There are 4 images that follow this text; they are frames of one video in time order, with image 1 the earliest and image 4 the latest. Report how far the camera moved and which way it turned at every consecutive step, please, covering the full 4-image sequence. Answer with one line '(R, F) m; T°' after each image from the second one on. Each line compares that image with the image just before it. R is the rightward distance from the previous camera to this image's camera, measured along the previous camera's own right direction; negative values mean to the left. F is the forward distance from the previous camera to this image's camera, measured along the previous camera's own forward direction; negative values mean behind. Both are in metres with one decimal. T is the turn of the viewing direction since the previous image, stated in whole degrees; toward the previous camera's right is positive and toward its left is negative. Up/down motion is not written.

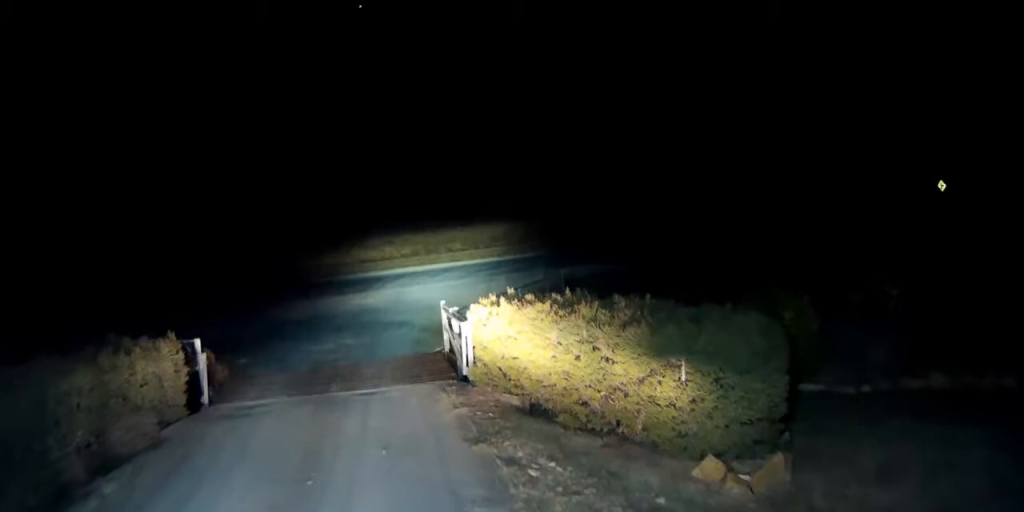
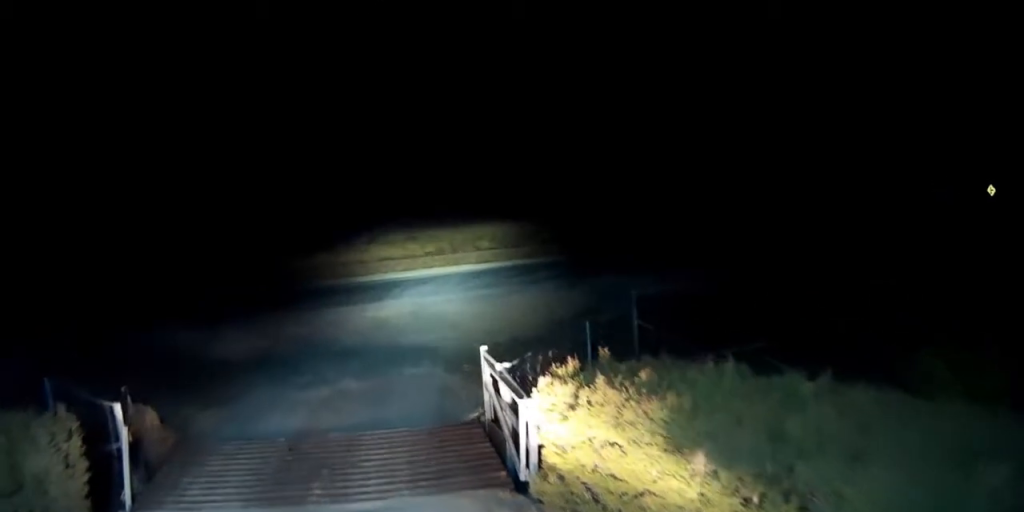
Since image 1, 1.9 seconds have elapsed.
(+0.1, +3.8) m; -4°
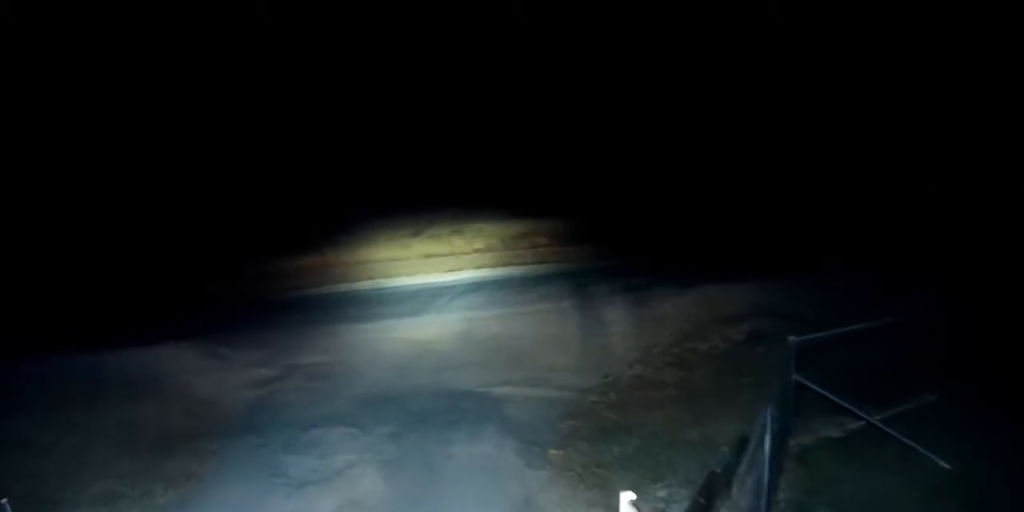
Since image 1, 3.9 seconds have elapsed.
(-0.1, +4.4) m; -2°
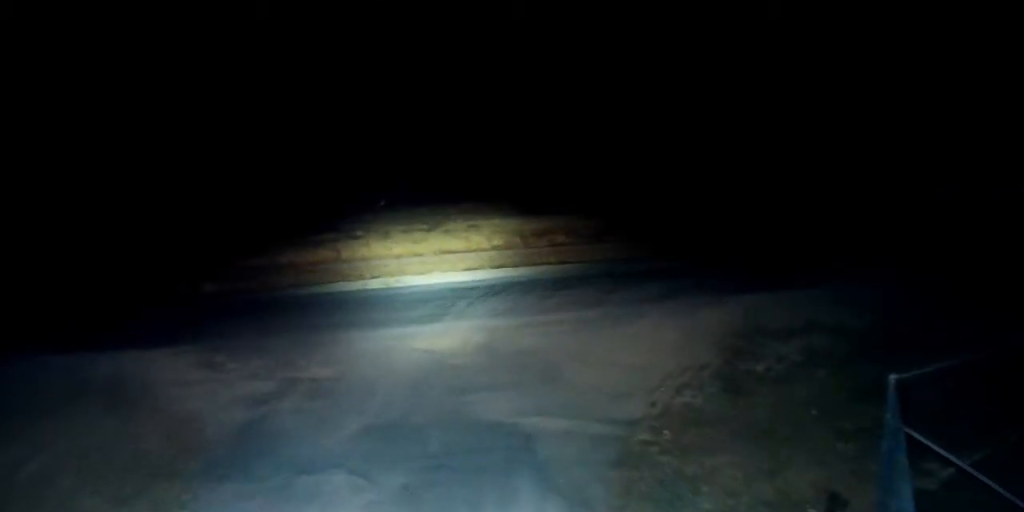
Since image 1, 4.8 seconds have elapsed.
(0.0, +1.8) m; -2°
